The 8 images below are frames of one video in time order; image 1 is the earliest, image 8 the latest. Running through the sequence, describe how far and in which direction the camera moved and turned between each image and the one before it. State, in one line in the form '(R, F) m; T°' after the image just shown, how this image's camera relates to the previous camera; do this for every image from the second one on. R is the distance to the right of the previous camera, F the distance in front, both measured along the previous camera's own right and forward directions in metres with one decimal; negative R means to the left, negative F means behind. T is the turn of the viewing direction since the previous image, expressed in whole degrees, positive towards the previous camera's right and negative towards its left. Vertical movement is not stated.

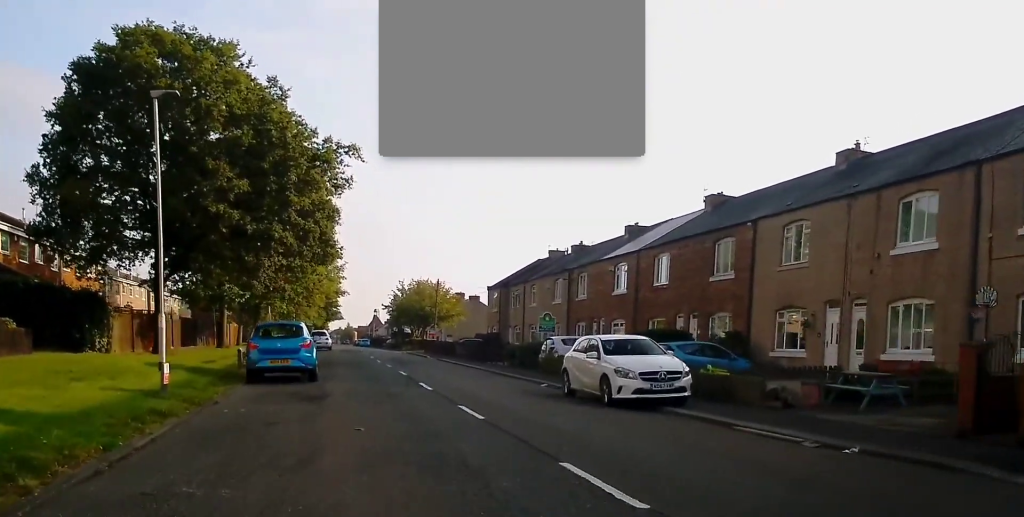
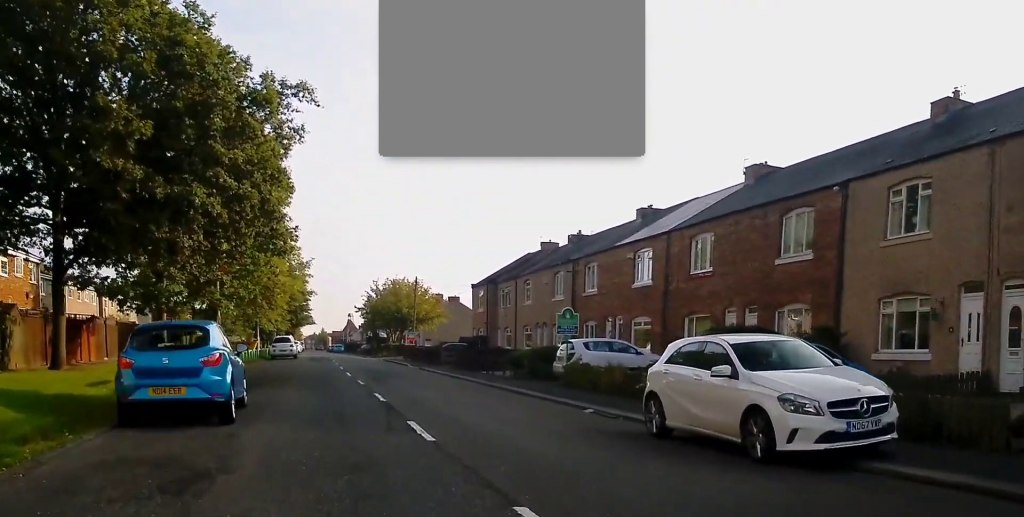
(-0.1, +7.8) m; -2°
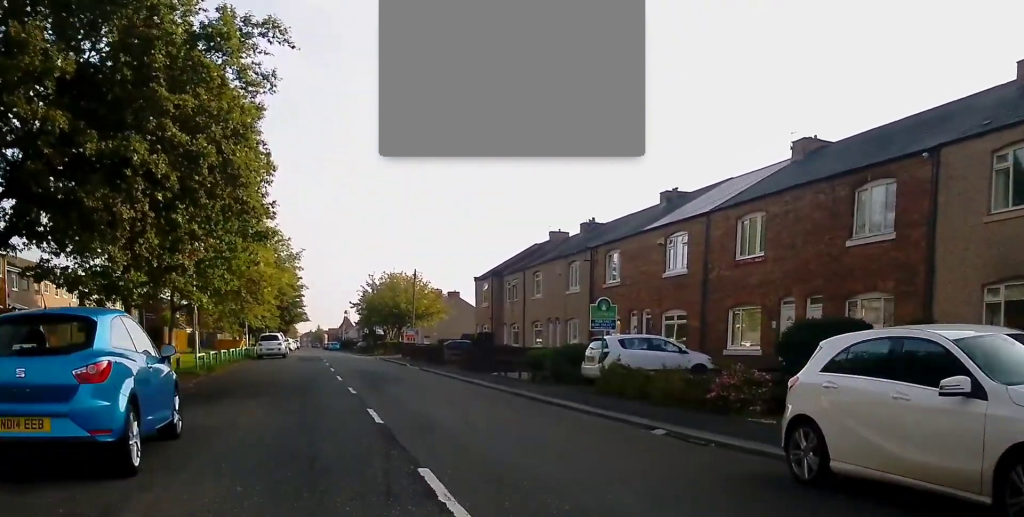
(-0.1, +4.3) m; -1°
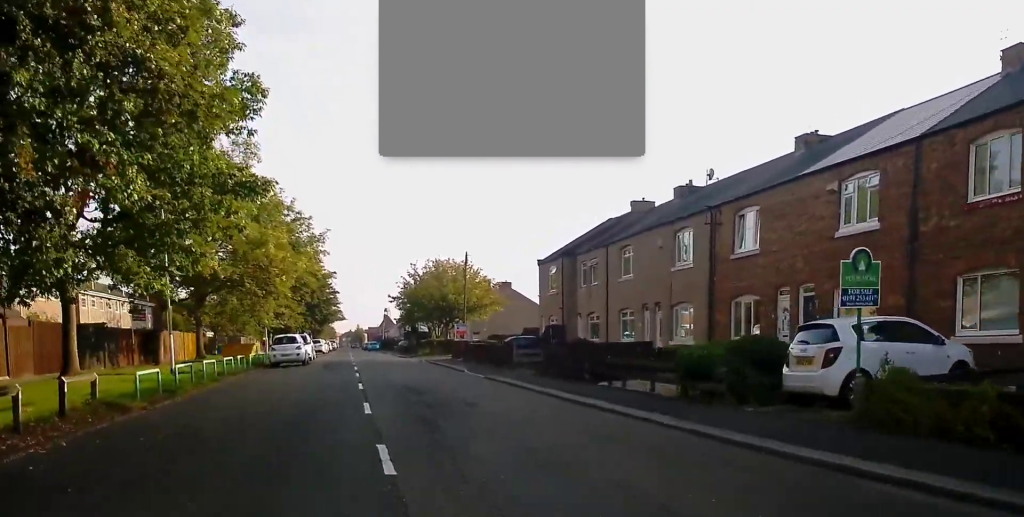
(-0.2, +10.0) m; 0°
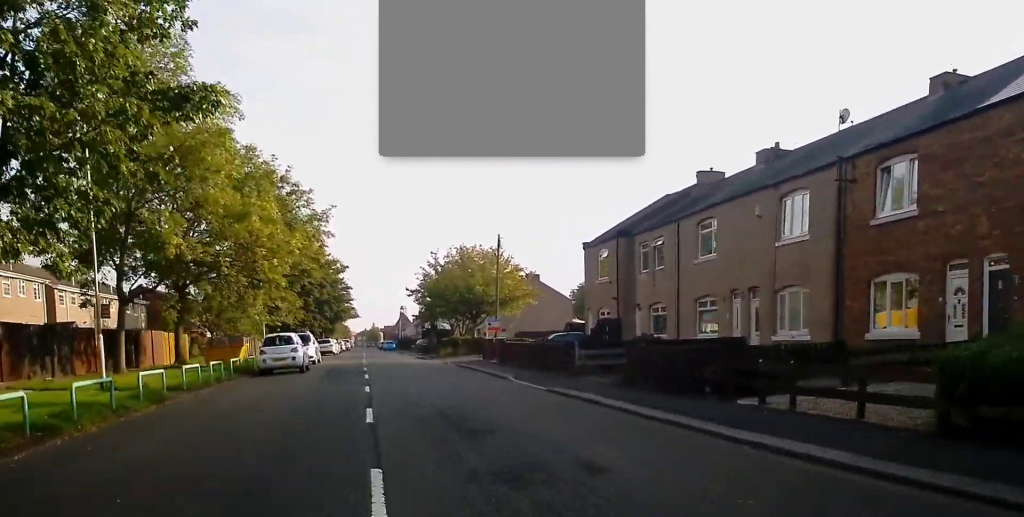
(+0.1, +7.6) m; +1°
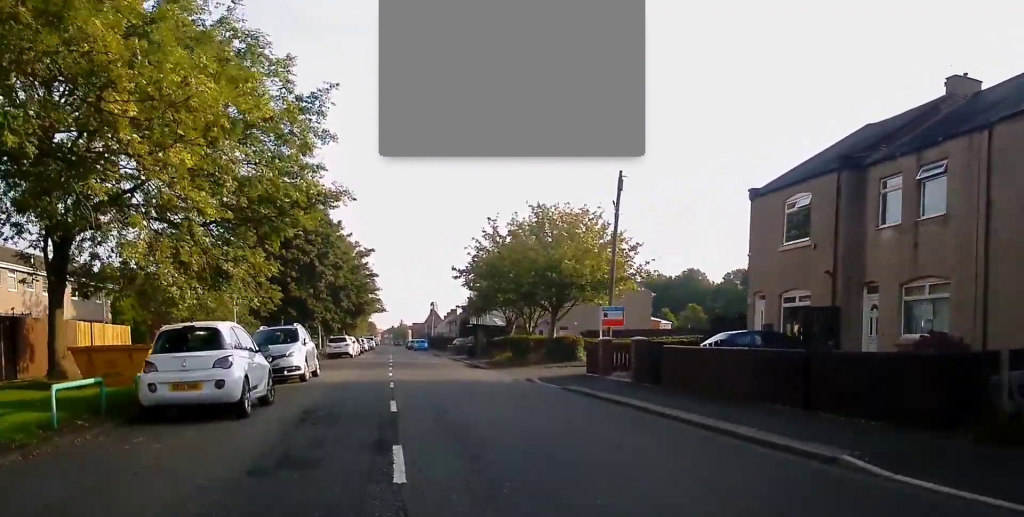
(-0.2, +16.5) m; -3°
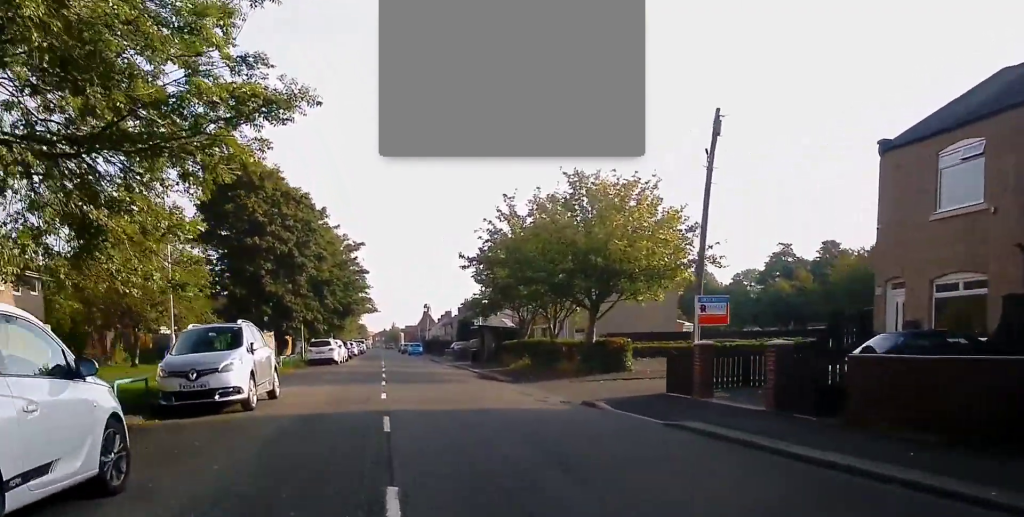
(-0.1, +8.0) m; -1°
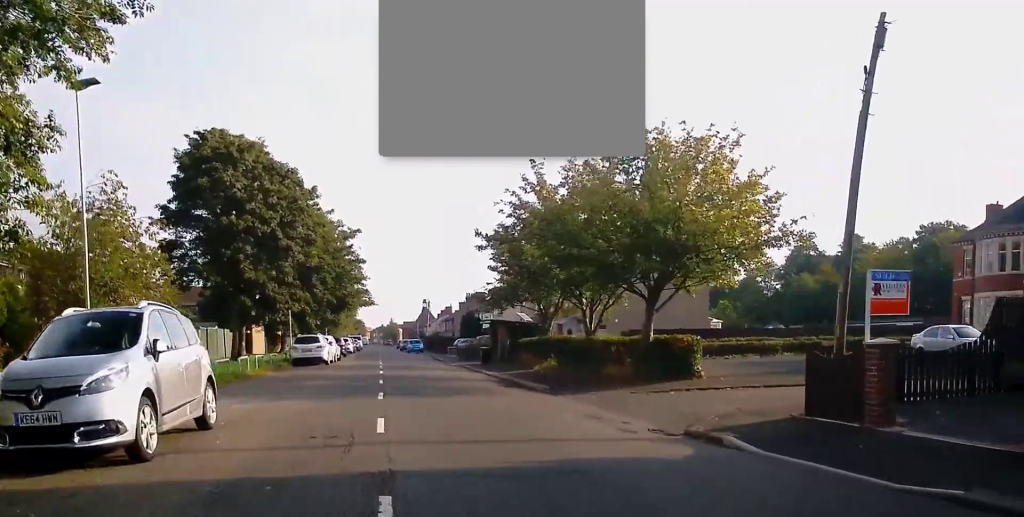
(+0.1, +6.2) m; 0°
